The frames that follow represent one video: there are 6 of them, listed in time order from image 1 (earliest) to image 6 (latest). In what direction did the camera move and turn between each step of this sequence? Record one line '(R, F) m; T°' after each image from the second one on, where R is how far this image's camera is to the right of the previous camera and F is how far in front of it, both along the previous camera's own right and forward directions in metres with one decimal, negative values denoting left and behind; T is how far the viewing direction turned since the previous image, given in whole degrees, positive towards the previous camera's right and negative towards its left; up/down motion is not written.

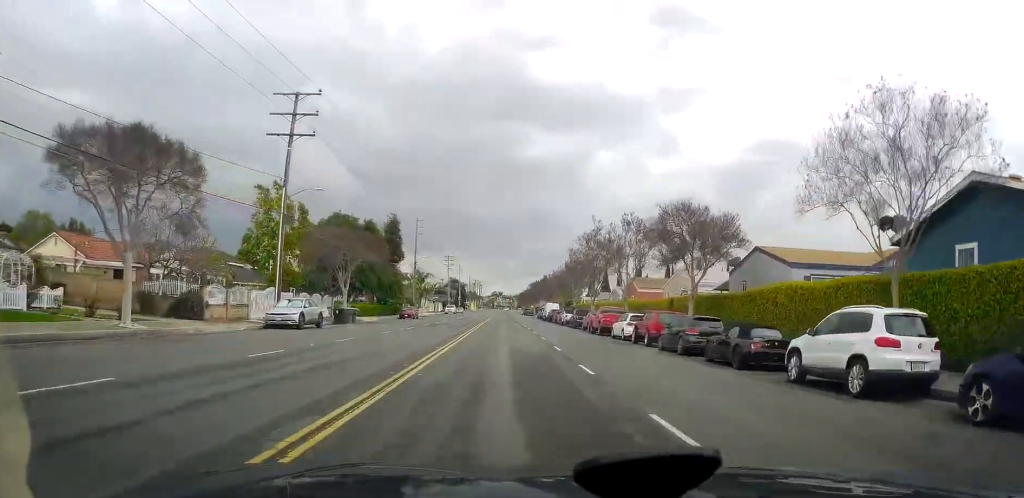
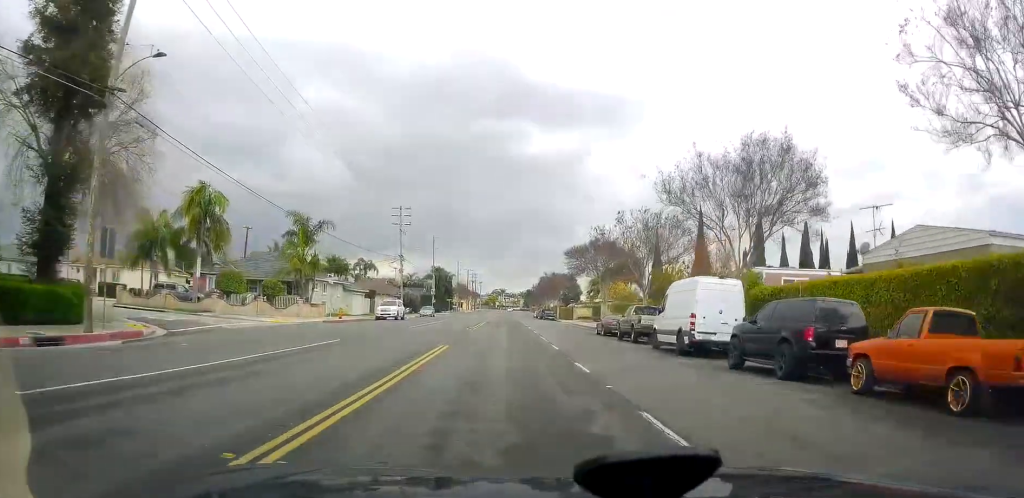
(+2.6, +67.3) m; +2°
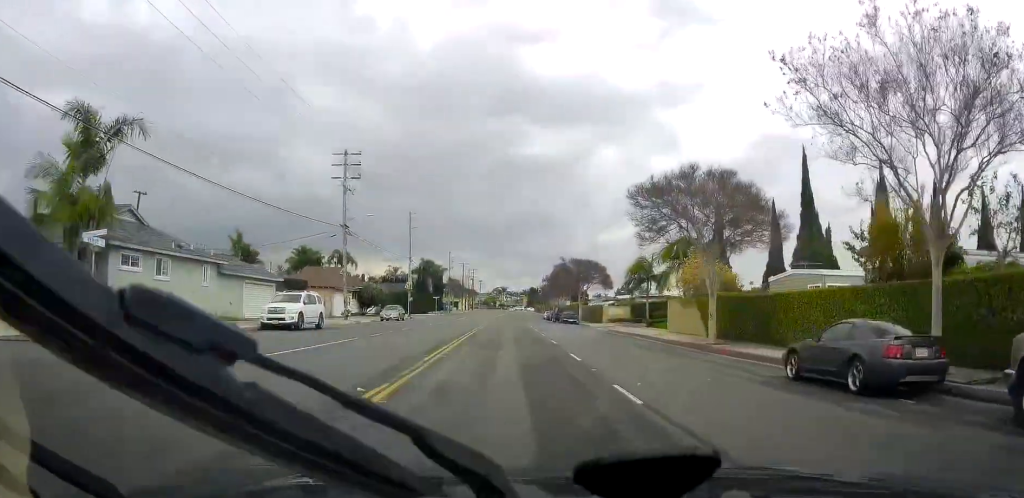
(0.0, +27.1) m; 0°
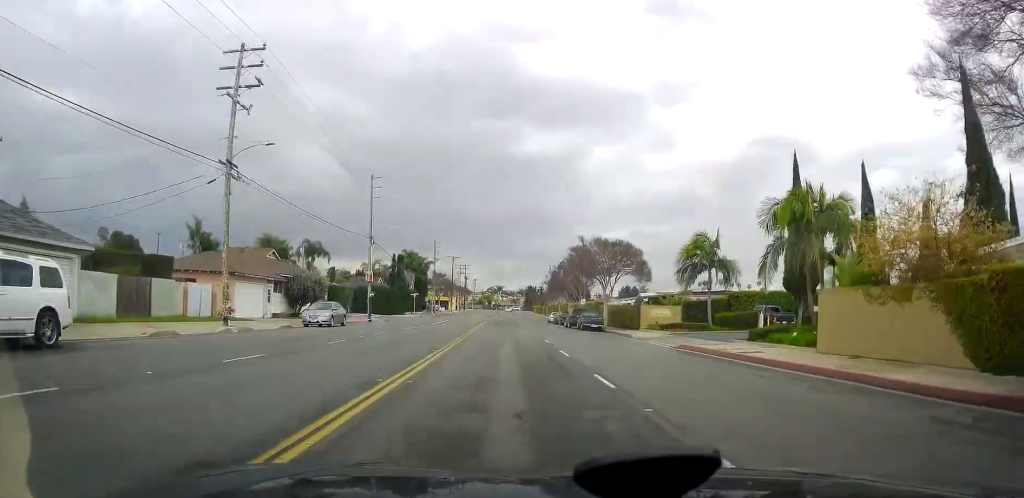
(-0.2, +20.6) m; -1°
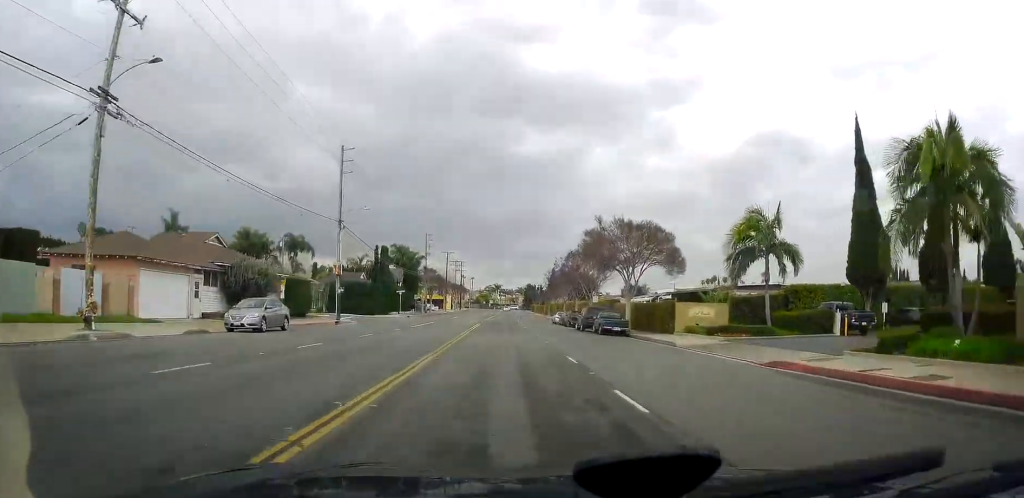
(-0.3, +10.1) m; 0°
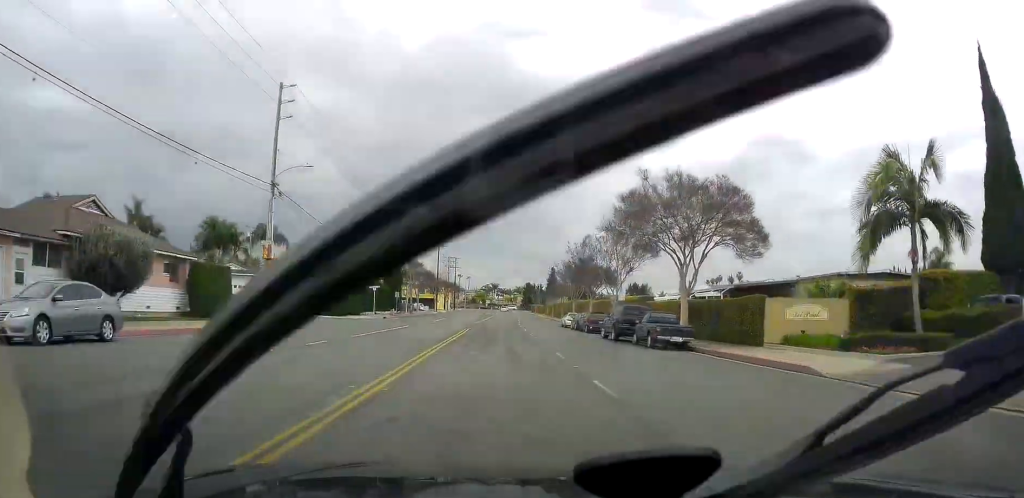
(+0.3, +13.6) m; +1°
